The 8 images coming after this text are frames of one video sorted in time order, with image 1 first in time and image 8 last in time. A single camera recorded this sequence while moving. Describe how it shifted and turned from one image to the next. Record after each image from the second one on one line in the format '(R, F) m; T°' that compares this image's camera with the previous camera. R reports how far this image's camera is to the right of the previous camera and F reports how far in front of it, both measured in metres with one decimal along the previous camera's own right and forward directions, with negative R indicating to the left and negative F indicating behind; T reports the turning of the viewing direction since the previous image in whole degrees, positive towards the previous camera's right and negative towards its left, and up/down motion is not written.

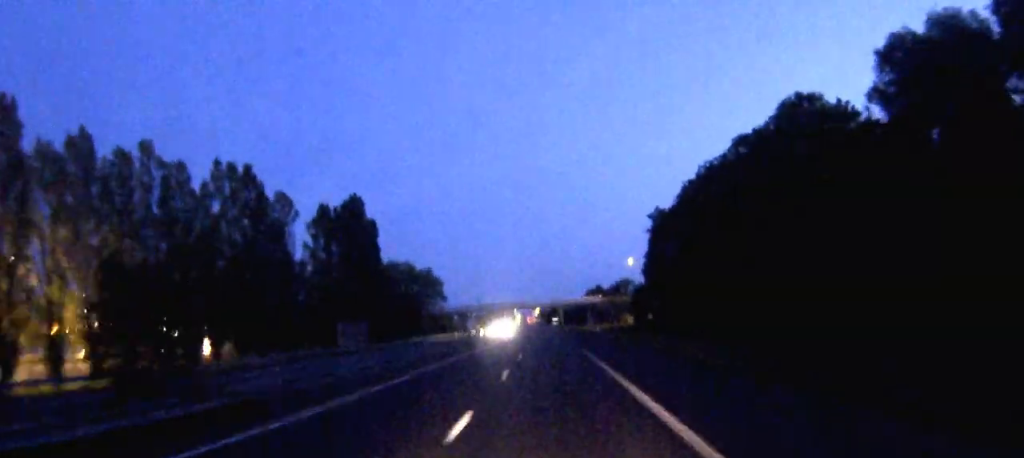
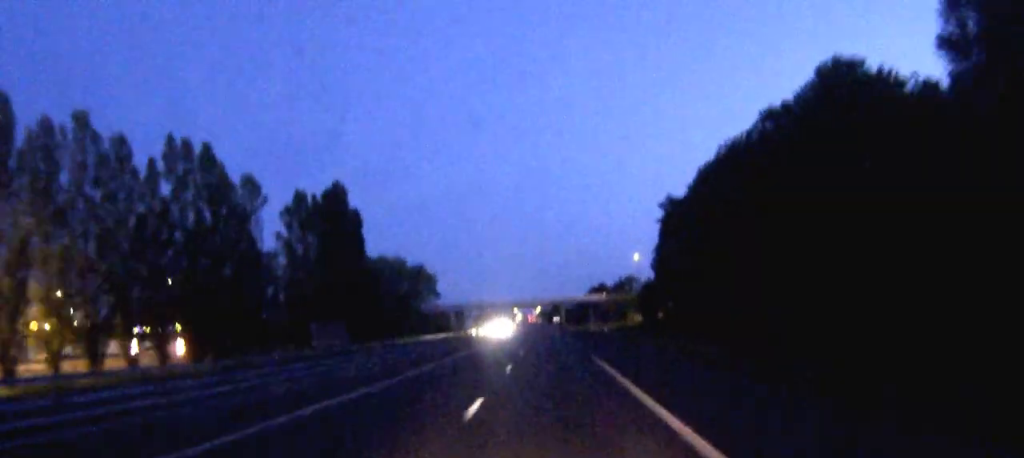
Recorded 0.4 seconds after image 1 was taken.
(0.0, +10.3) m; 0°
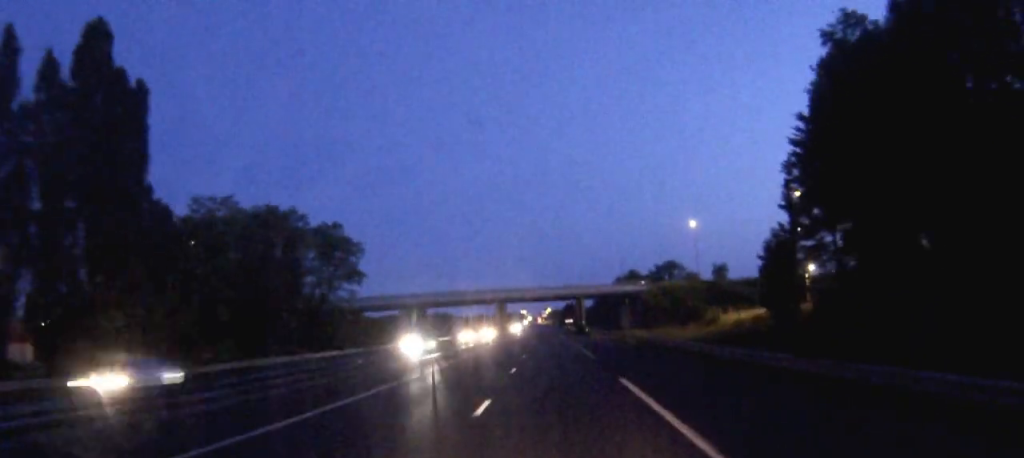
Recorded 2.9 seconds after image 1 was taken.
(-0.5, +63.4) m; -1°
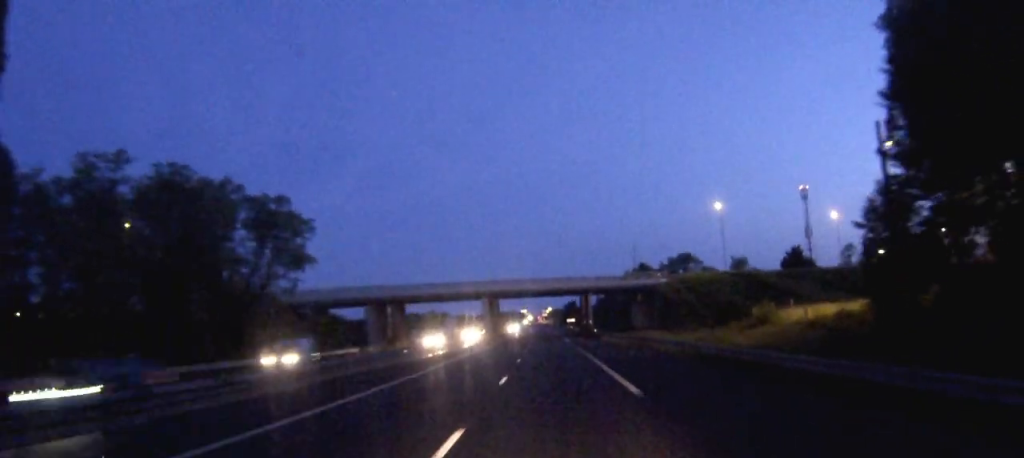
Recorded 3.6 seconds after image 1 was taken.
(-0.1, +18.1) m; 0°
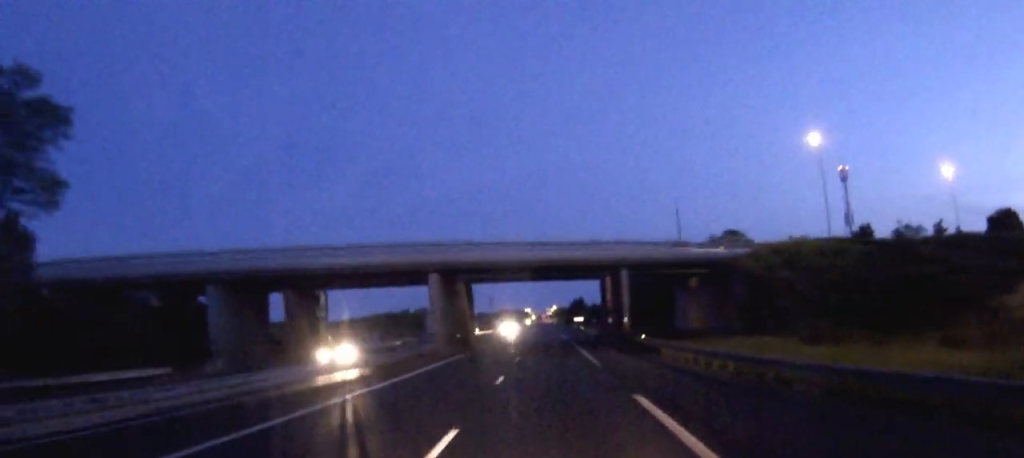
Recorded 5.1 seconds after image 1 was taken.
(0.0, +38.9) m; 0°
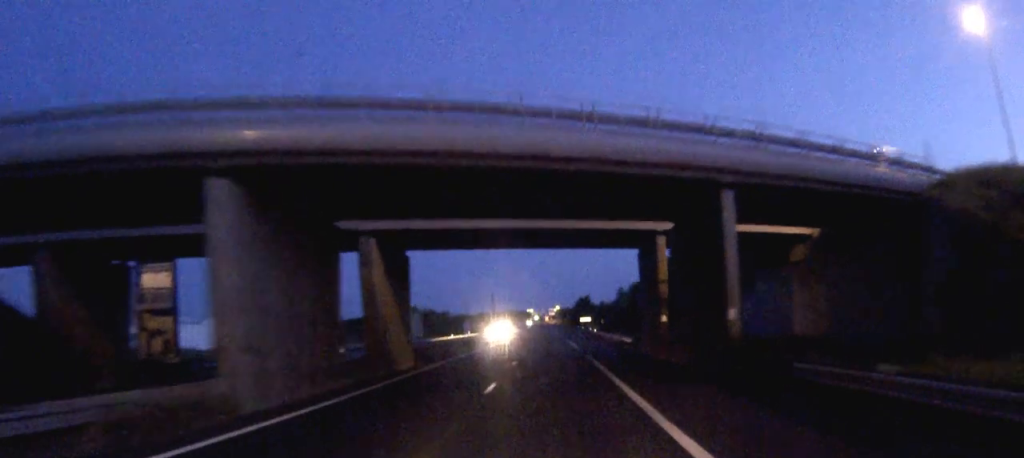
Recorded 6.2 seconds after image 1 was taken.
(0.0, +29.9) m; 0°
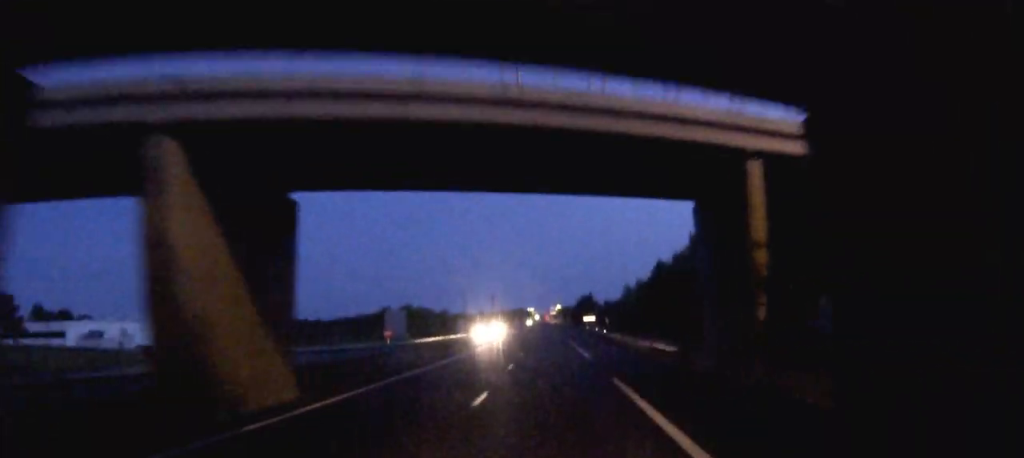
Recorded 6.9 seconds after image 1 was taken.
(0.0, +16.1) m; 0°
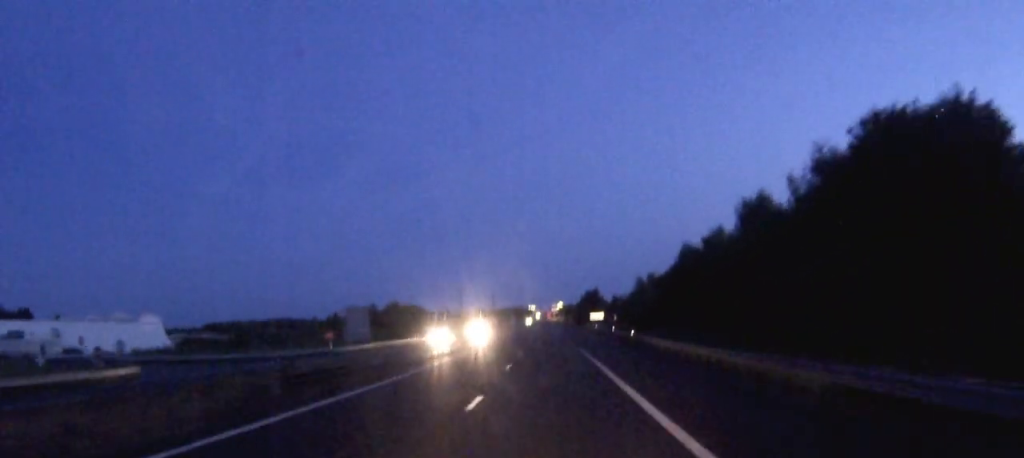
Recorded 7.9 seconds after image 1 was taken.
(0.0, +27.2) m; 0°
